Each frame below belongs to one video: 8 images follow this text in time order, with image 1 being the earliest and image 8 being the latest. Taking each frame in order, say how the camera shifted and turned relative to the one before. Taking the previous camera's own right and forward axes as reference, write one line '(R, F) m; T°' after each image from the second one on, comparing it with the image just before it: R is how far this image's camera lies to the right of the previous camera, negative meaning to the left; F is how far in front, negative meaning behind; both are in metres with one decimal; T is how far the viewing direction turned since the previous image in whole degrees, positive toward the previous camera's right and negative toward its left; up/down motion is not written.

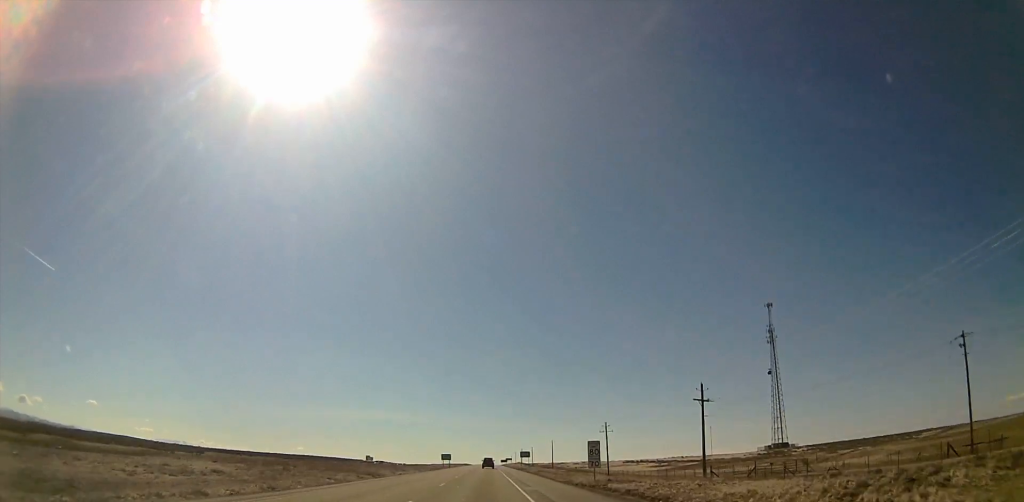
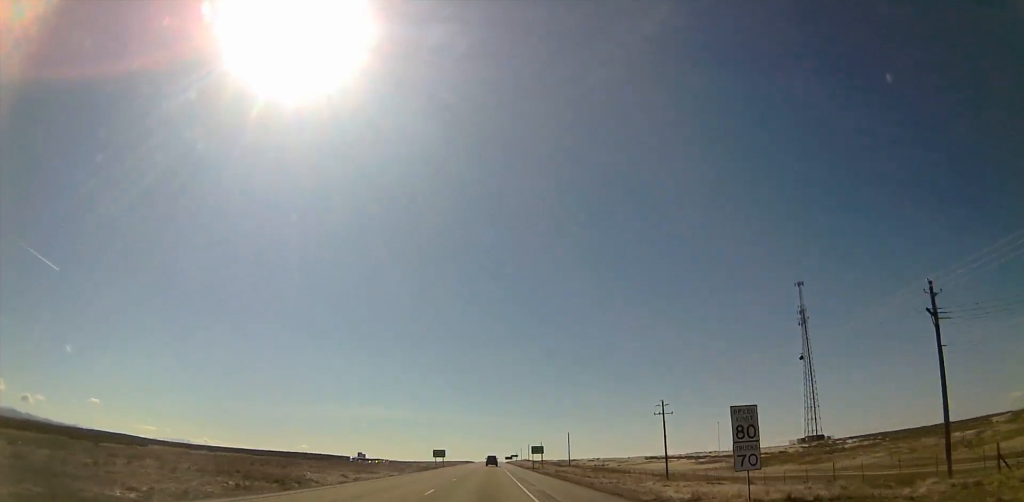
(0.0, +38.4) m; 0°
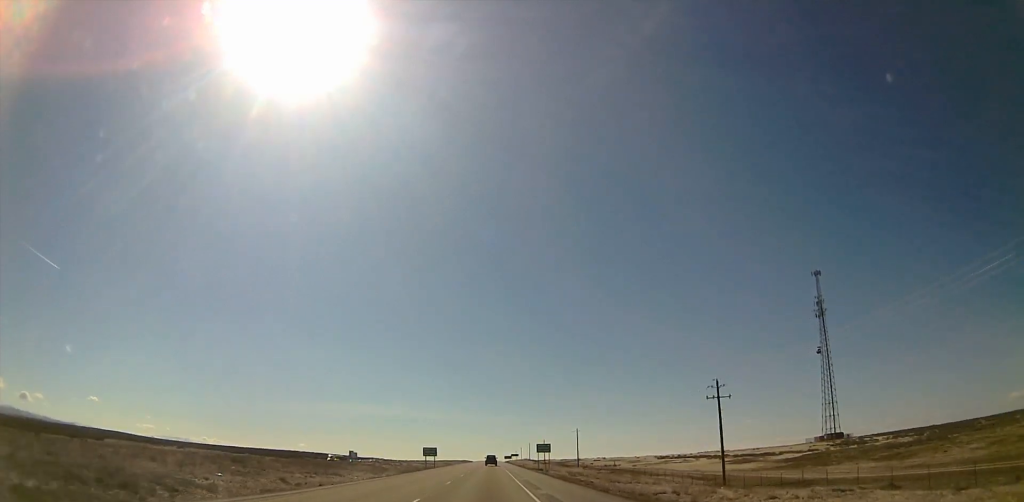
(0.0, +20.9) m; 0°
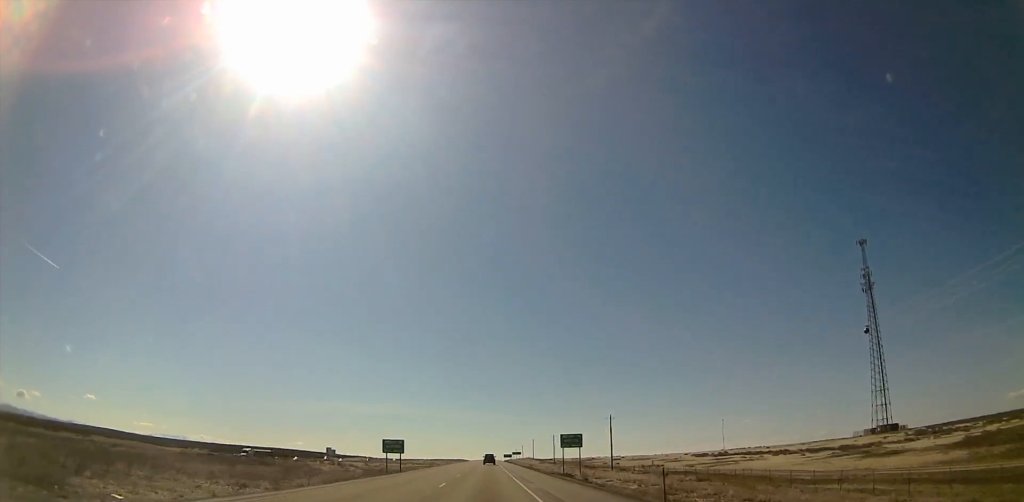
(0.0, +48.9) m; 0°
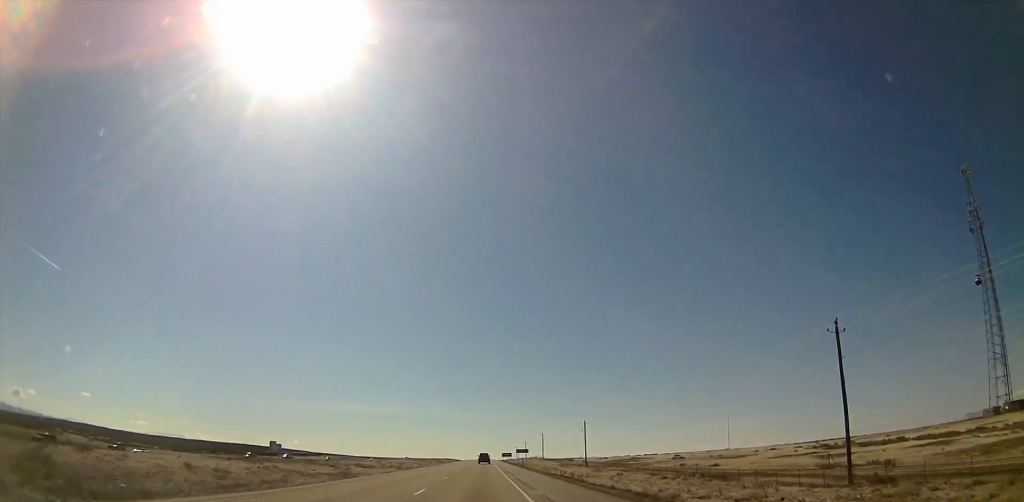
(+0.4, +81.5) m; +1°
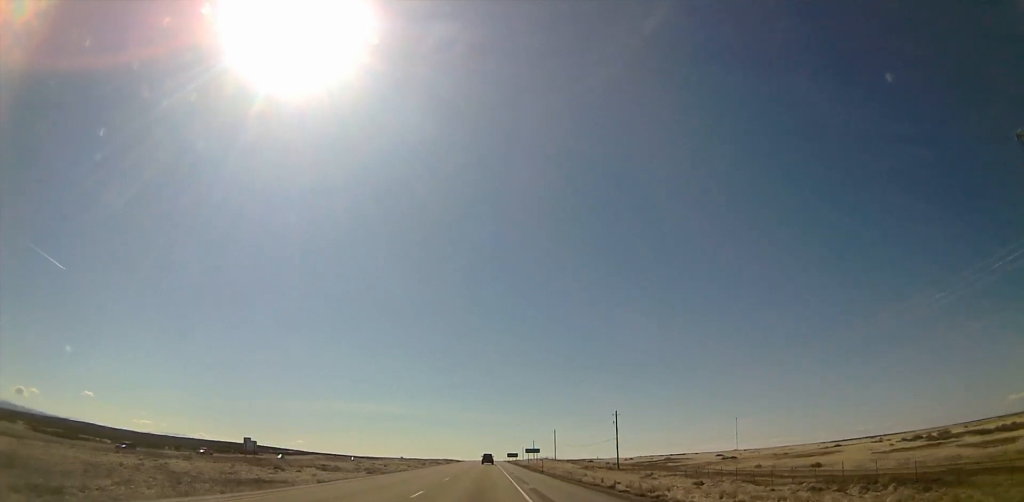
(+0.1, +31.5) m; 0°
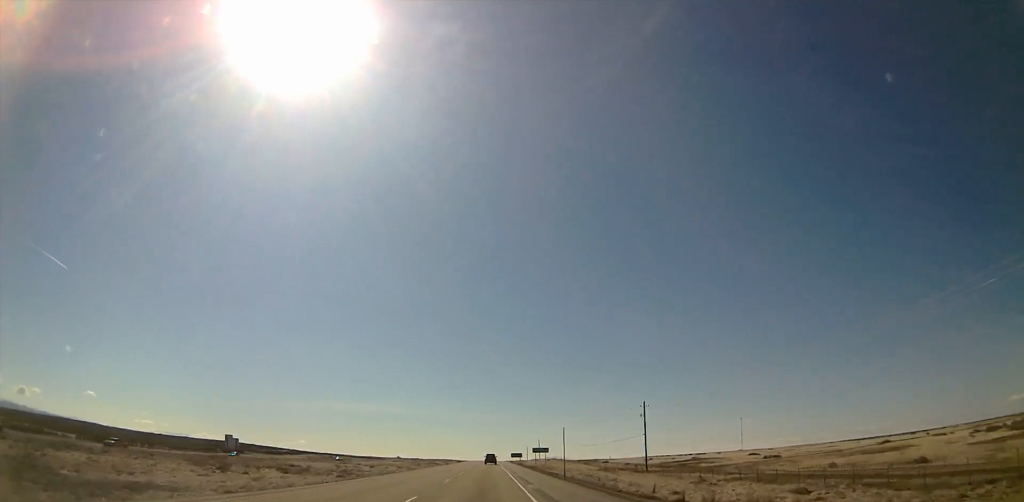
(+0.3, +18.7) m; 0°
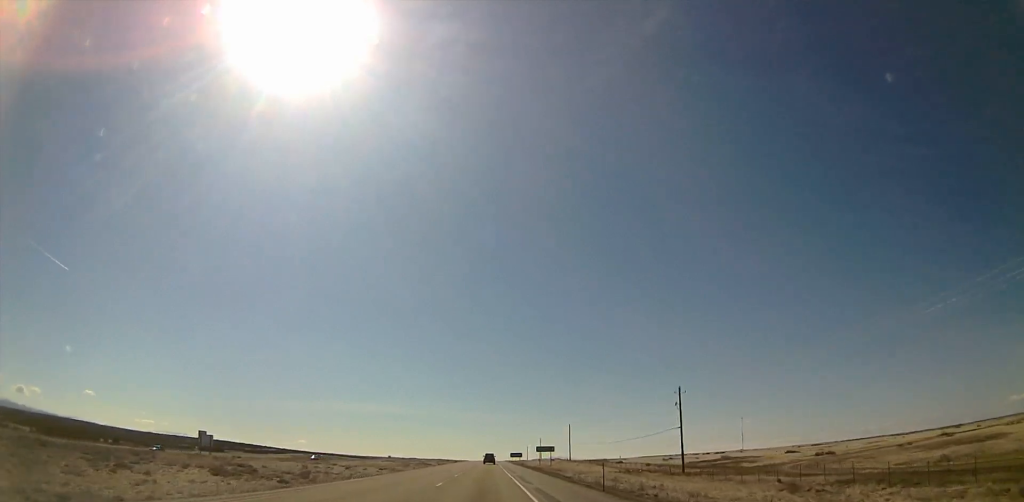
(-0.1, +18.7) m; 0°
